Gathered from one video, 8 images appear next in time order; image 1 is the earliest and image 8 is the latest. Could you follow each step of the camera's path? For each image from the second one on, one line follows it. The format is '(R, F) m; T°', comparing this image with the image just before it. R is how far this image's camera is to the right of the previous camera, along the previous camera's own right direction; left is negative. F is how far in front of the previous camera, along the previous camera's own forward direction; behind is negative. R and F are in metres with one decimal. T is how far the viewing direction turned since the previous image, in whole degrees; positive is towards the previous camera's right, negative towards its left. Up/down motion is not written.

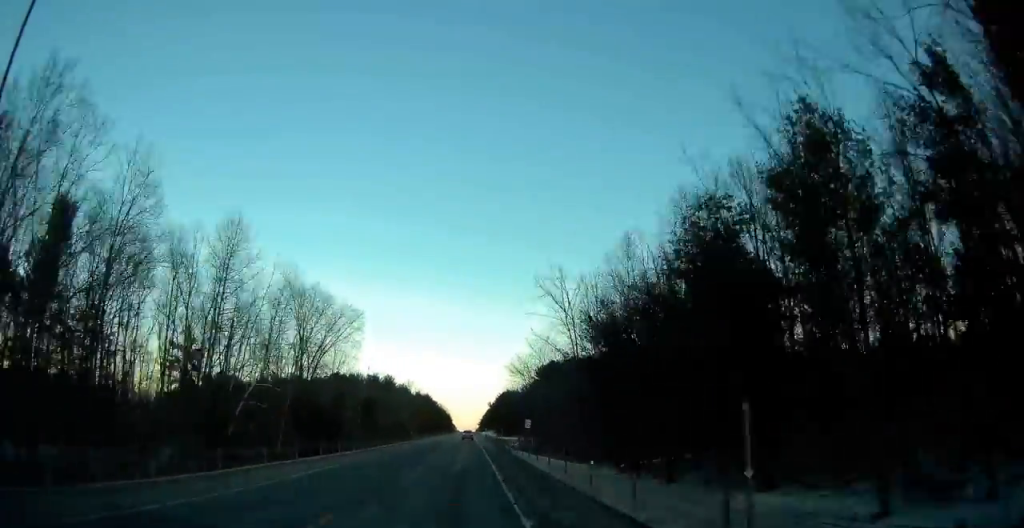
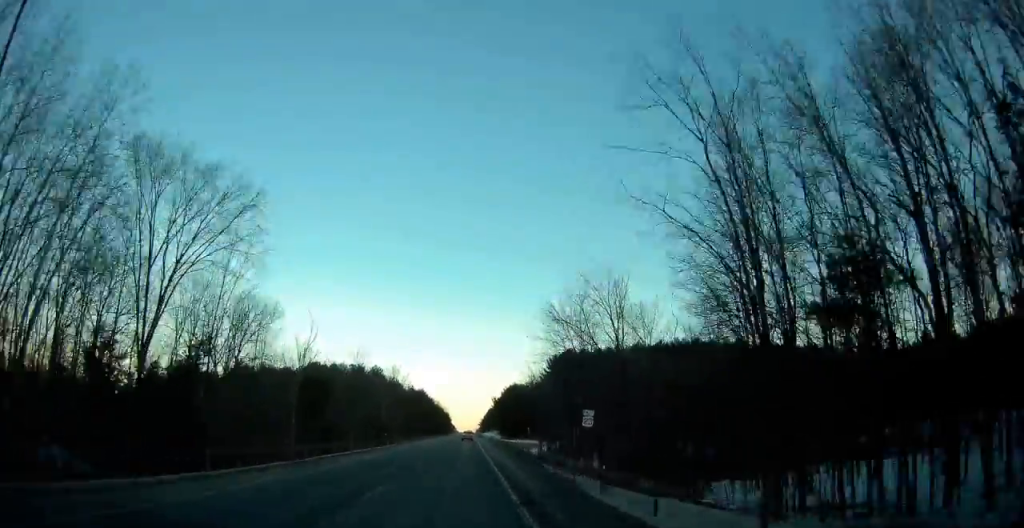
(0.0, +30.1) m; 0°
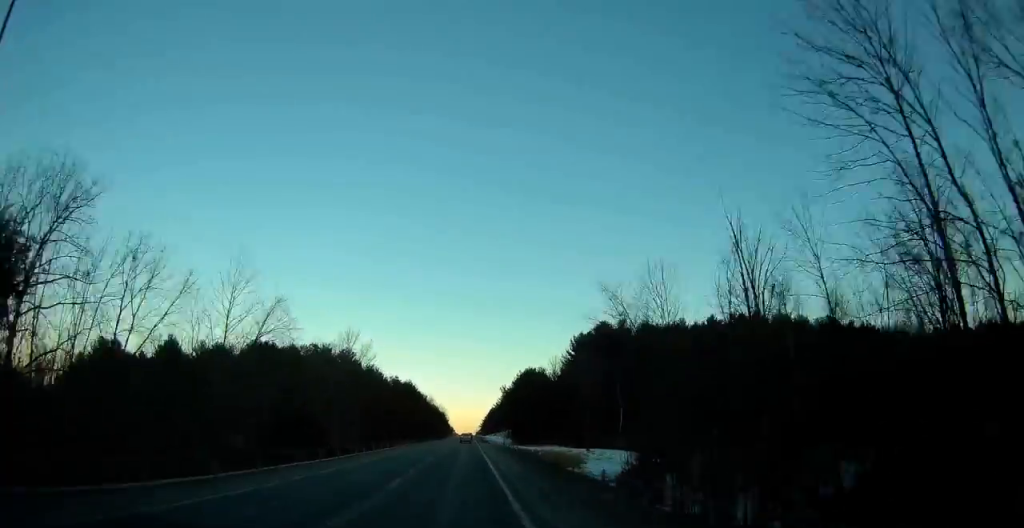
(0.0, +43.4) m; 0°
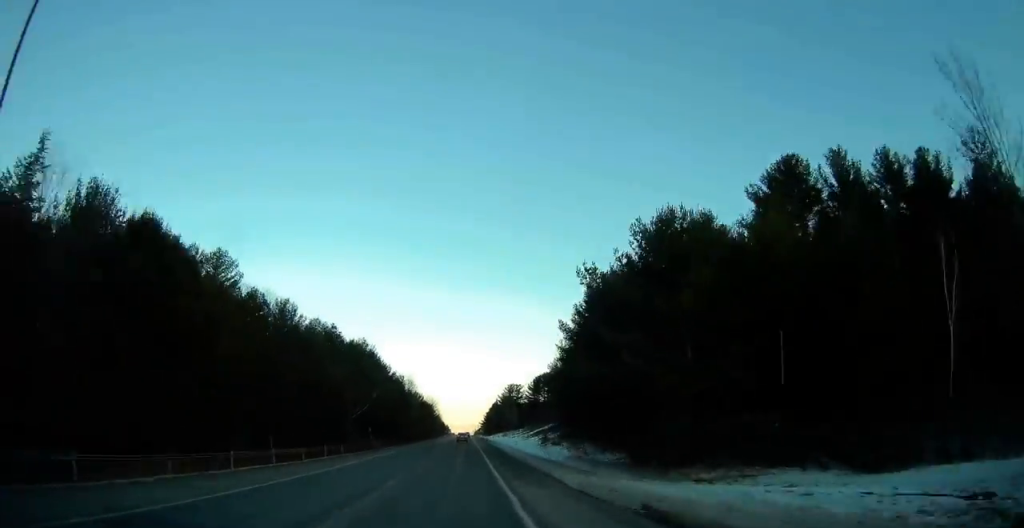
(+0.2, +76.3) m; 0°
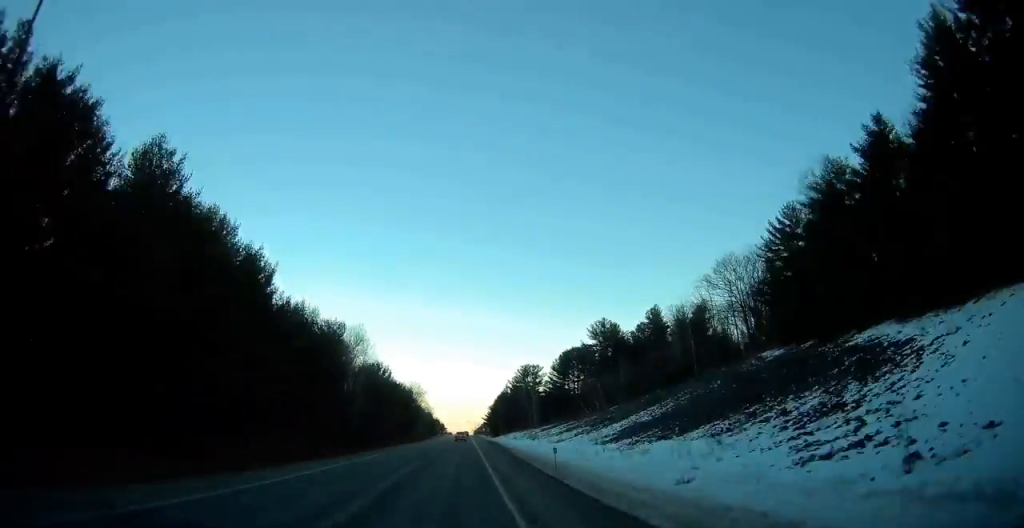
(-0.1, +73.2) m; 0°
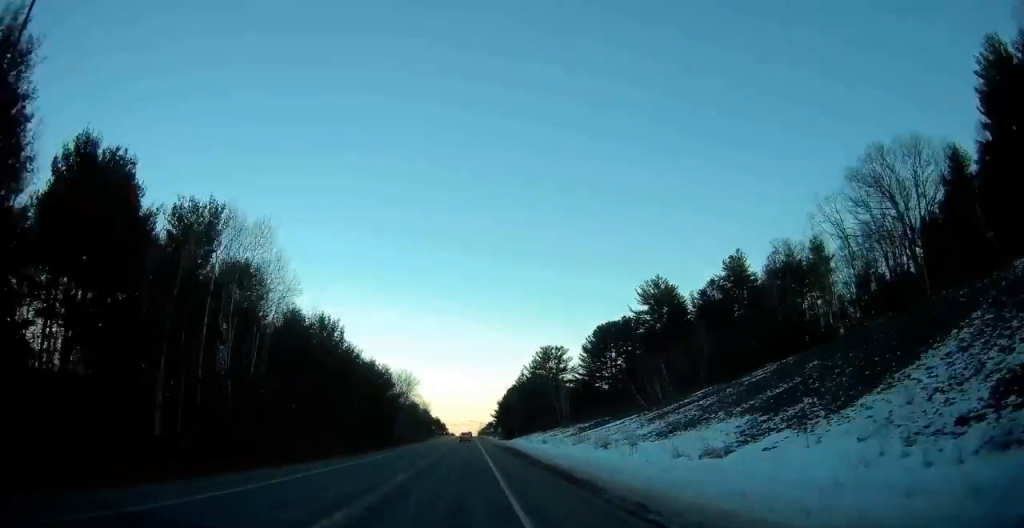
(0.0, +43.5) m; 0°
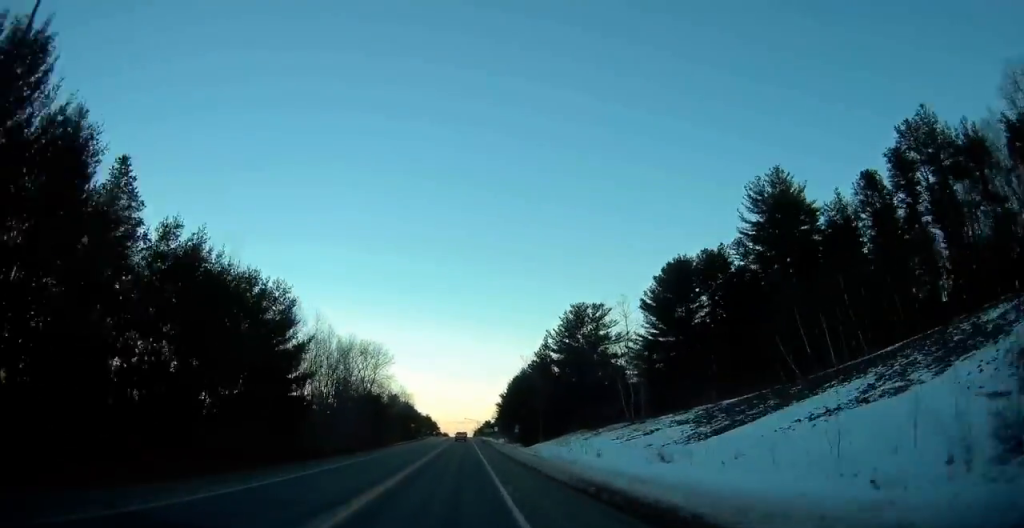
(0.0, +50.7) m; 0°
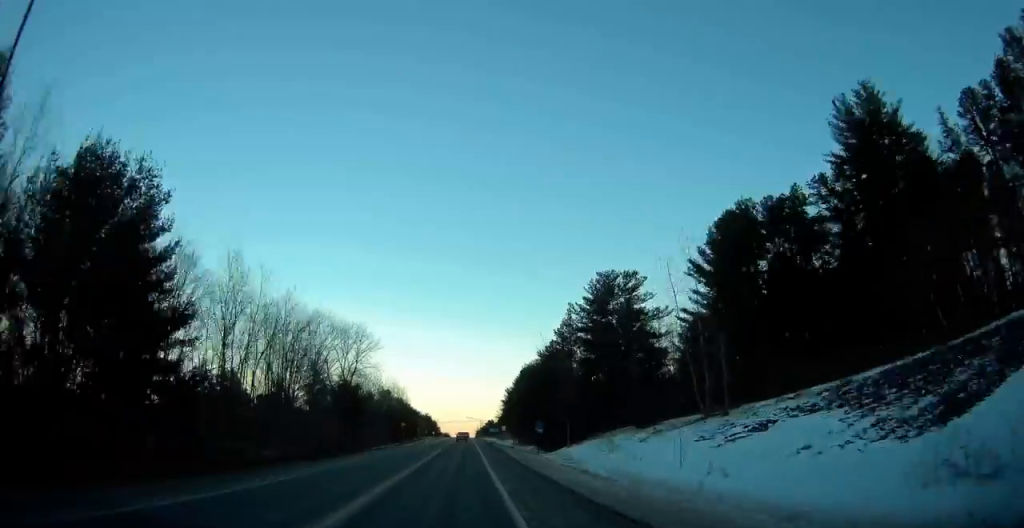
(-0.2, +20.4) m; 0°
